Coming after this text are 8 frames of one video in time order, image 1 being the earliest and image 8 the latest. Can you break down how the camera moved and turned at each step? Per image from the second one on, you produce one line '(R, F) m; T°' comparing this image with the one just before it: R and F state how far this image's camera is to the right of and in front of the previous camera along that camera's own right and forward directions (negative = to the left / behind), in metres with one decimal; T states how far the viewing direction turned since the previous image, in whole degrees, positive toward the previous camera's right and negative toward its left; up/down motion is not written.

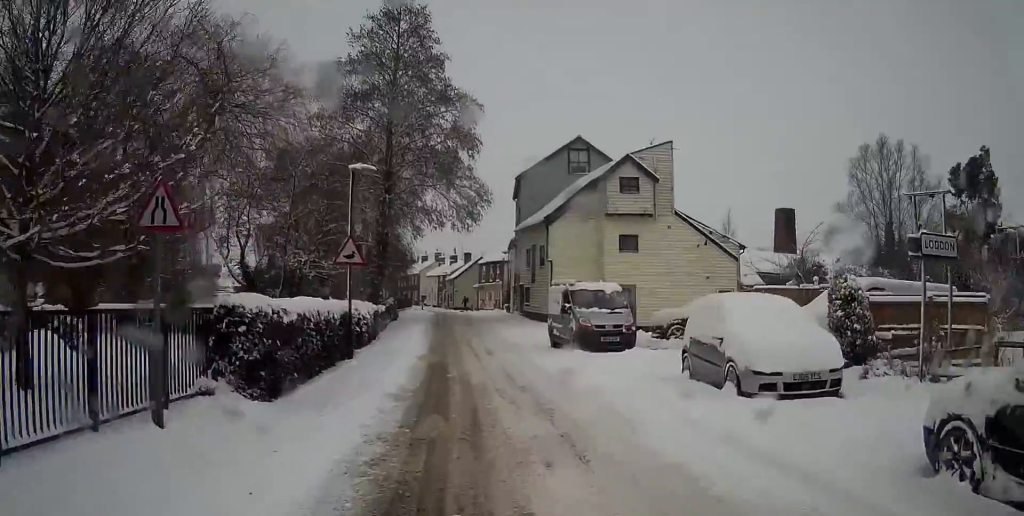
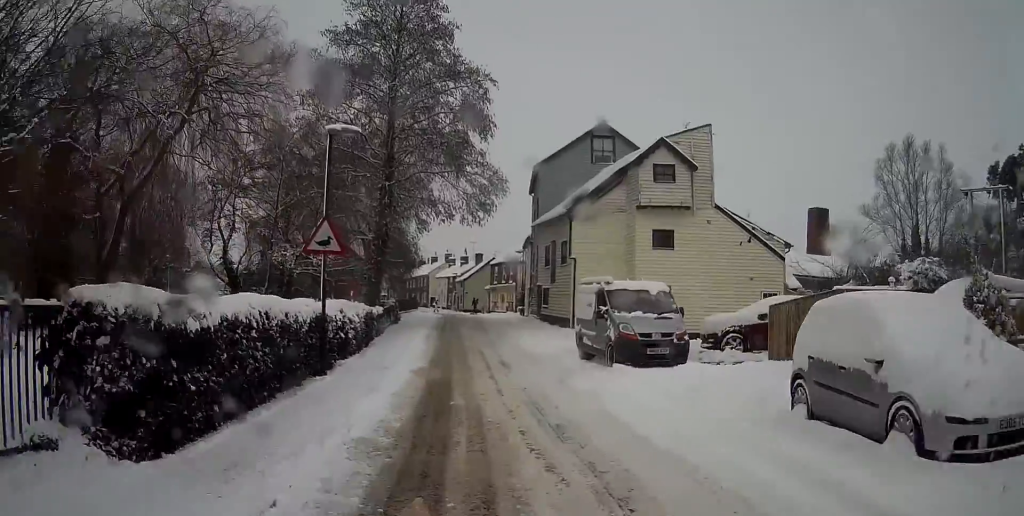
(0.0, +4.3) m; 0°
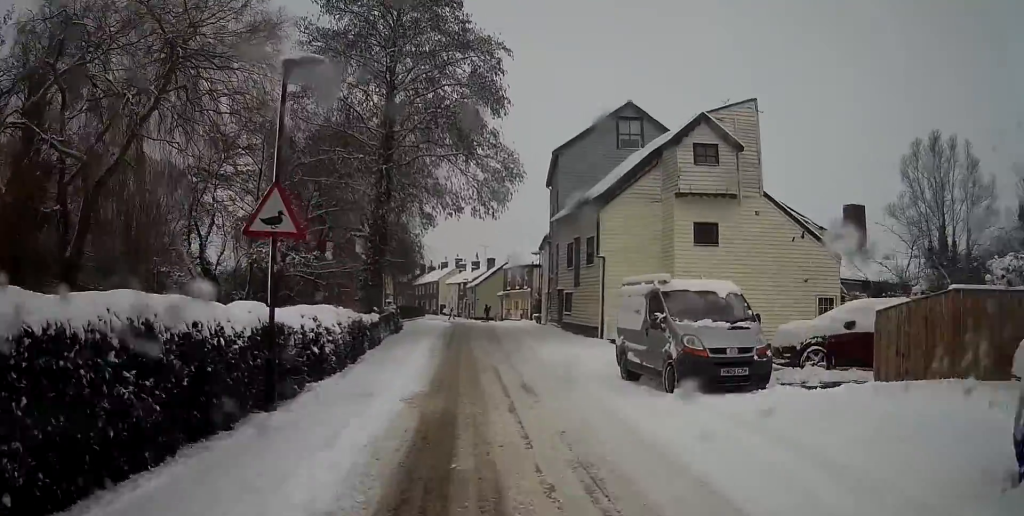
(0.0, +4.6) m; 0°
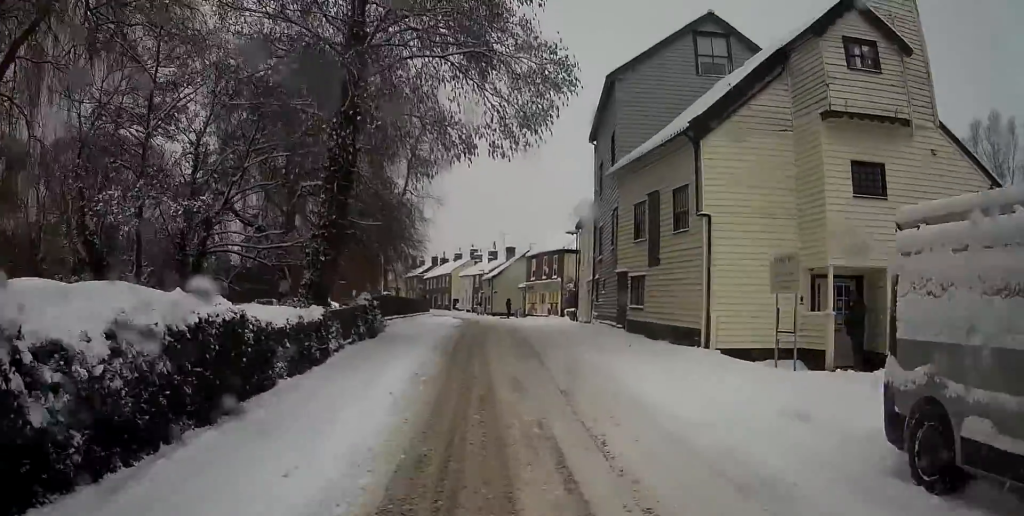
(0.0, +10.8) m; -1°
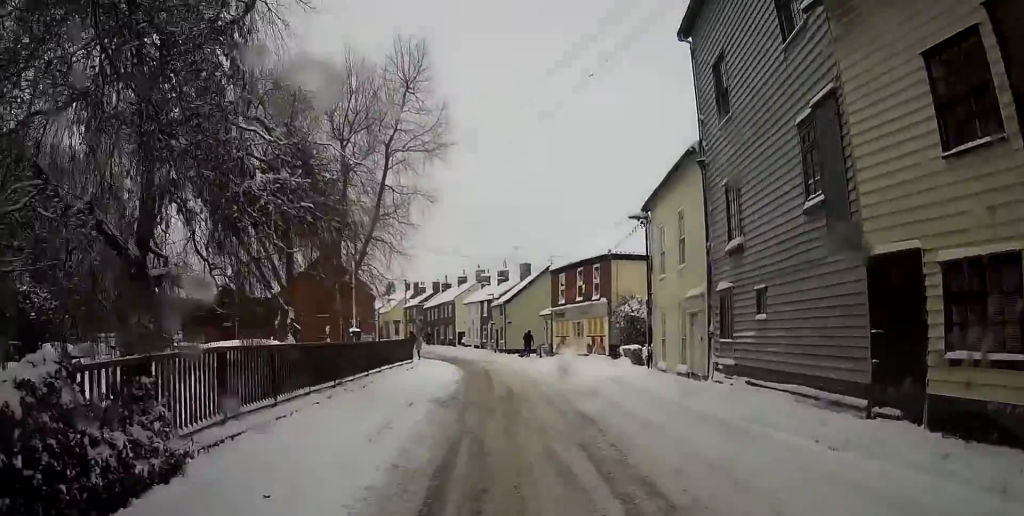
(-0.3, +14.7) m; -2°
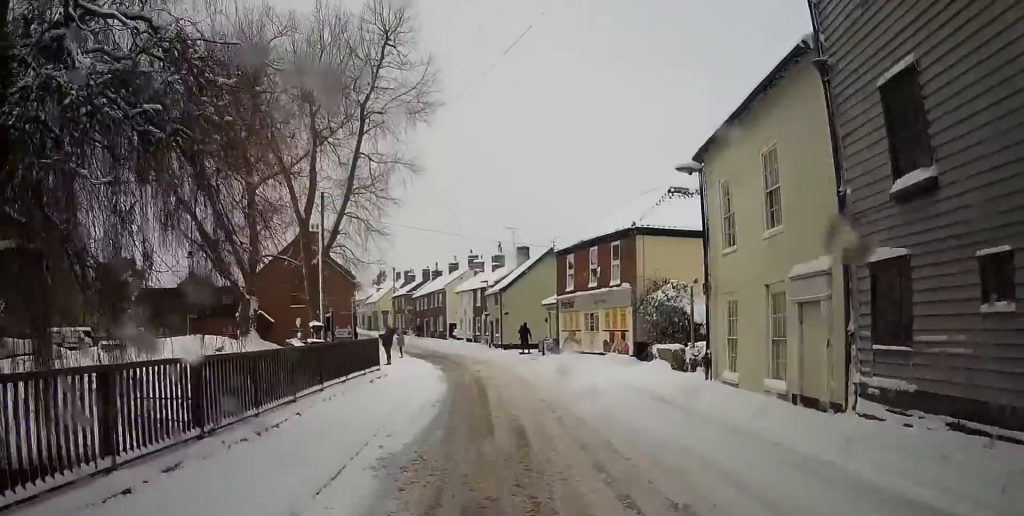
(0.0, +7.0) m; +1°
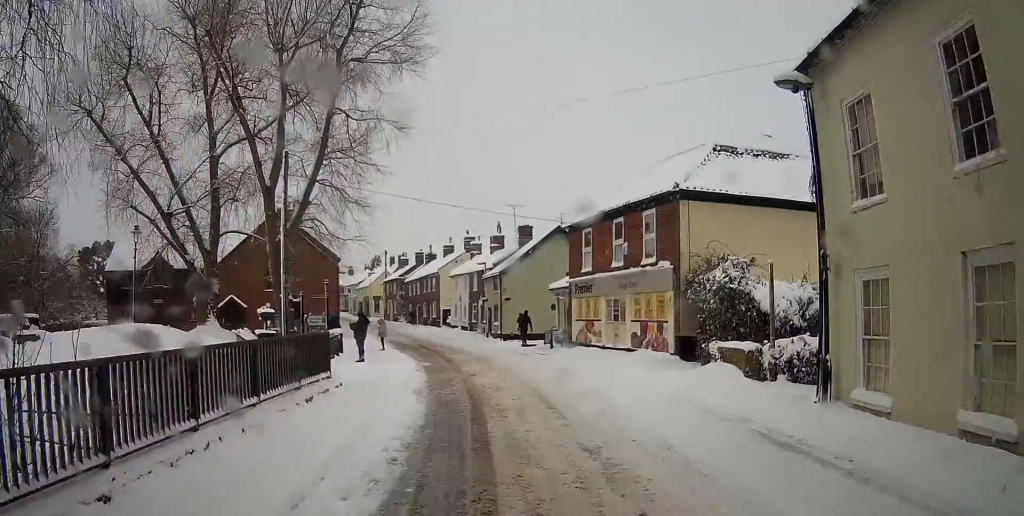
(+0.1, +6.3) m; +1°
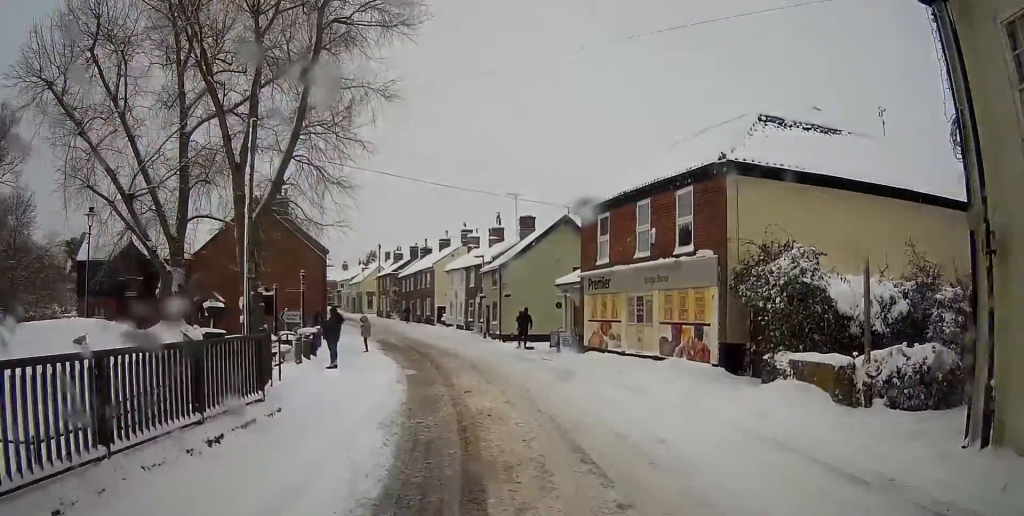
(+0.1, +4.4) m; +1°
